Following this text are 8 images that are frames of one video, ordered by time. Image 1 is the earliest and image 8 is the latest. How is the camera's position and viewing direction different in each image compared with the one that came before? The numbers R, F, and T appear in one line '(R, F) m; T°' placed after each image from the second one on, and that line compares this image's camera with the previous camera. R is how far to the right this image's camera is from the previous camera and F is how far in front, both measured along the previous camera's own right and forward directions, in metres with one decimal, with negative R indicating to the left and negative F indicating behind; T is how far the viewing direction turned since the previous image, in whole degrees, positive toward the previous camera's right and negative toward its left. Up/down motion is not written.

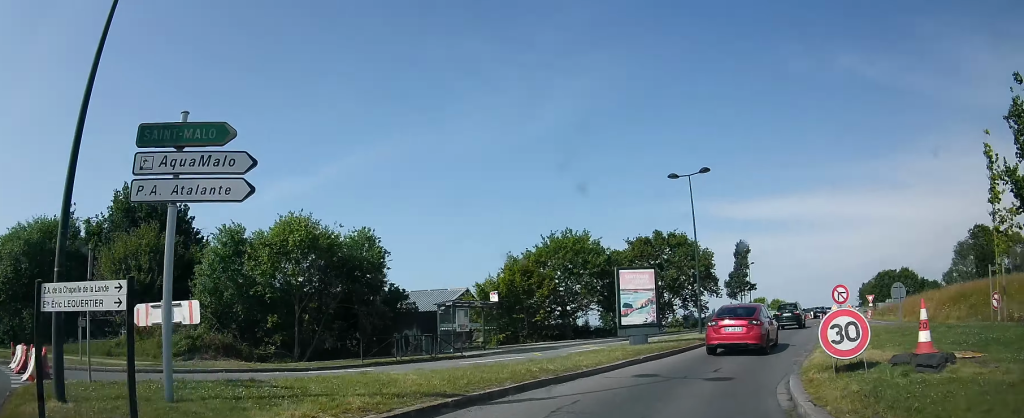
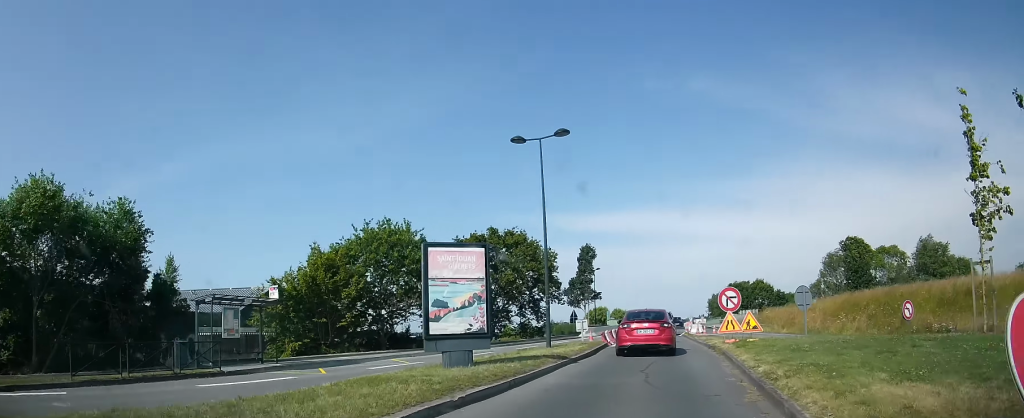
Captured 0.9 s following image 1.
(+0.9, +6.0) m; +17°
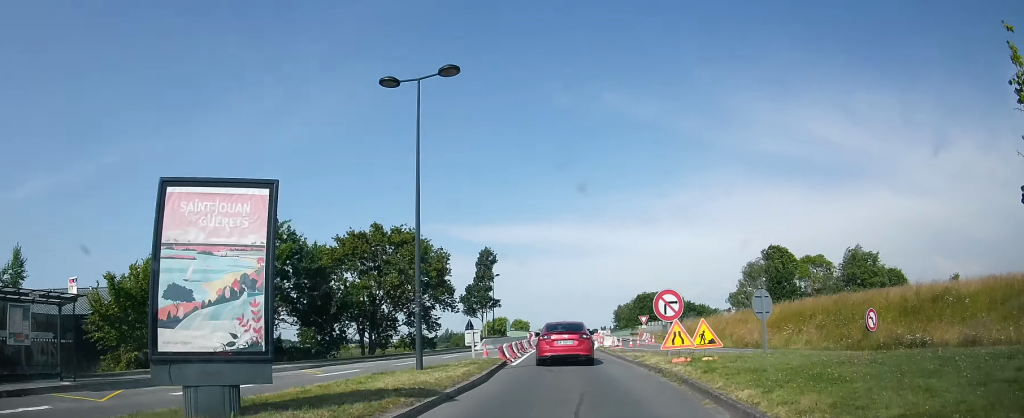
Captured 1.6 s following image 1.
(+0.8, +5.6) m; +8°
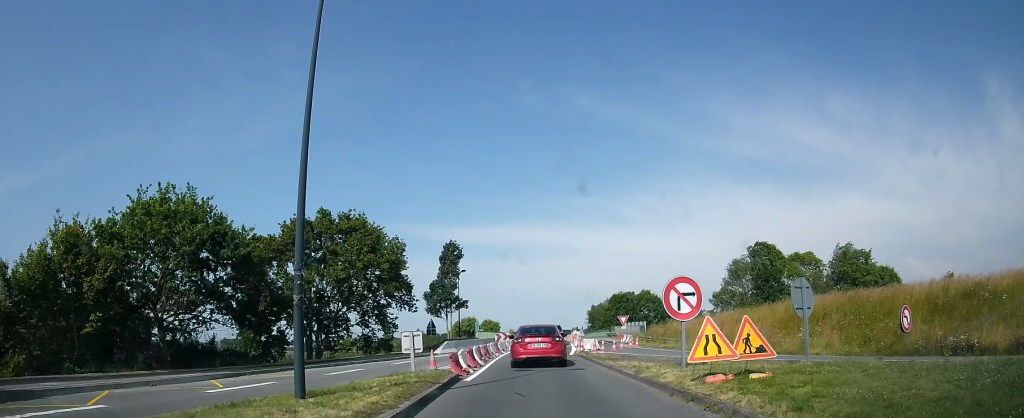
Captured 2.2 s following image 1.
(+0.1, +5.1) m; +7°
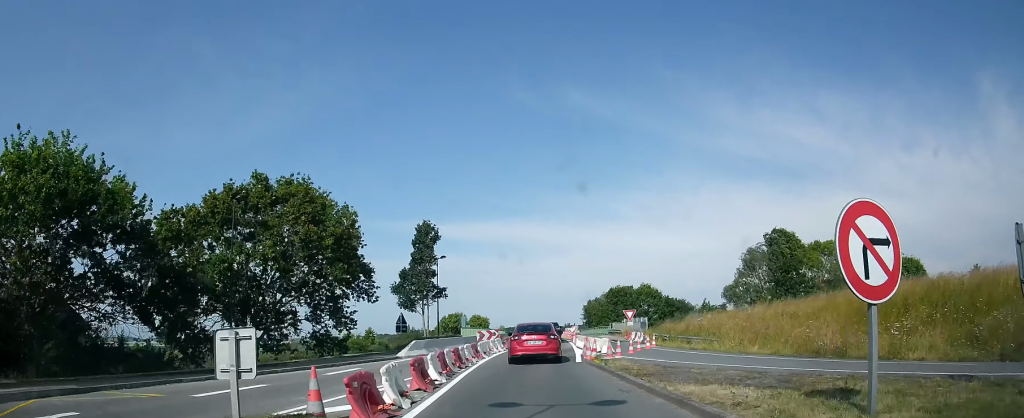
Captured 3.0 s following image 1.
(+0.7, +7.6) m; +11°
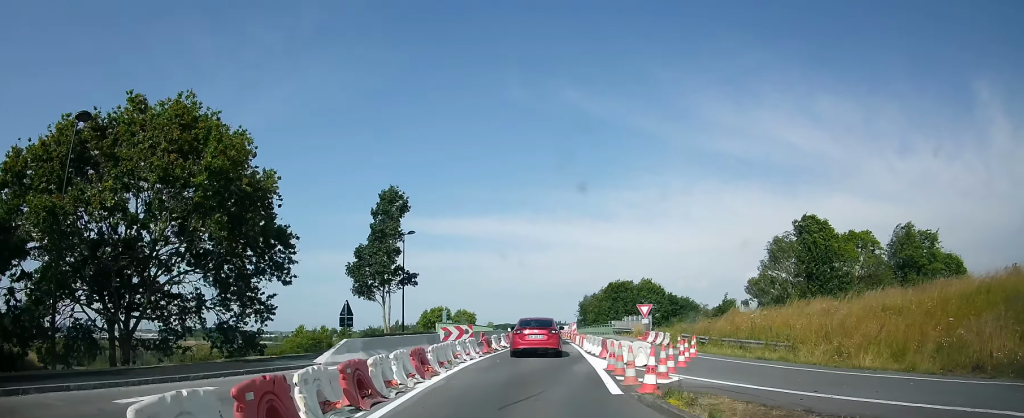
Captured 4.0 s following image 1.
(+1.3, +9.5) m; +7°
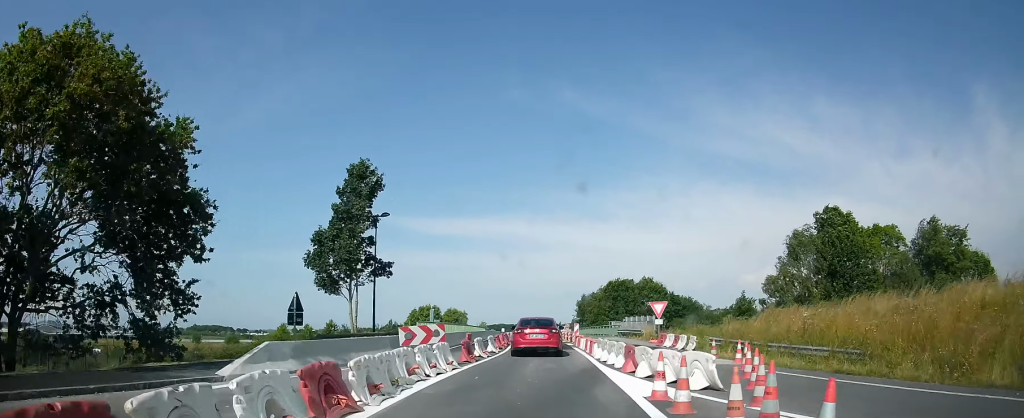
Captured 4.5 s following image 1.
(+0.3, +5.8) m; -2°
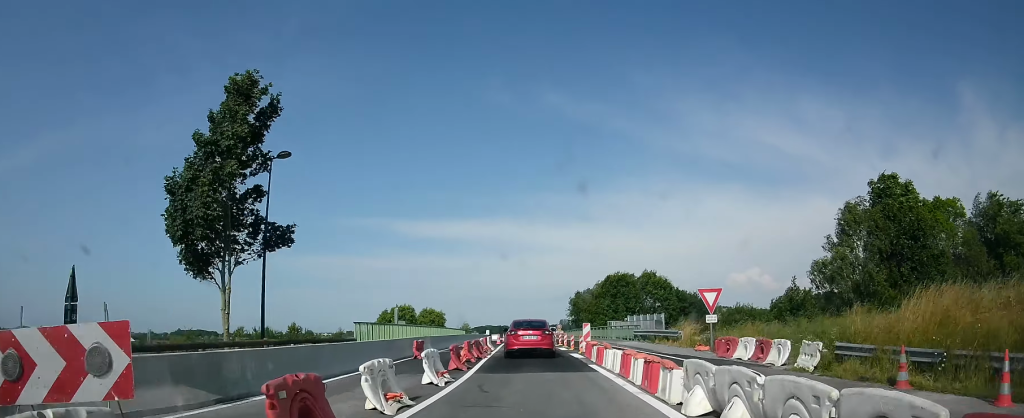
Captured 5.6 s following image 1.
(-0.9, +12.4) m; 0°
